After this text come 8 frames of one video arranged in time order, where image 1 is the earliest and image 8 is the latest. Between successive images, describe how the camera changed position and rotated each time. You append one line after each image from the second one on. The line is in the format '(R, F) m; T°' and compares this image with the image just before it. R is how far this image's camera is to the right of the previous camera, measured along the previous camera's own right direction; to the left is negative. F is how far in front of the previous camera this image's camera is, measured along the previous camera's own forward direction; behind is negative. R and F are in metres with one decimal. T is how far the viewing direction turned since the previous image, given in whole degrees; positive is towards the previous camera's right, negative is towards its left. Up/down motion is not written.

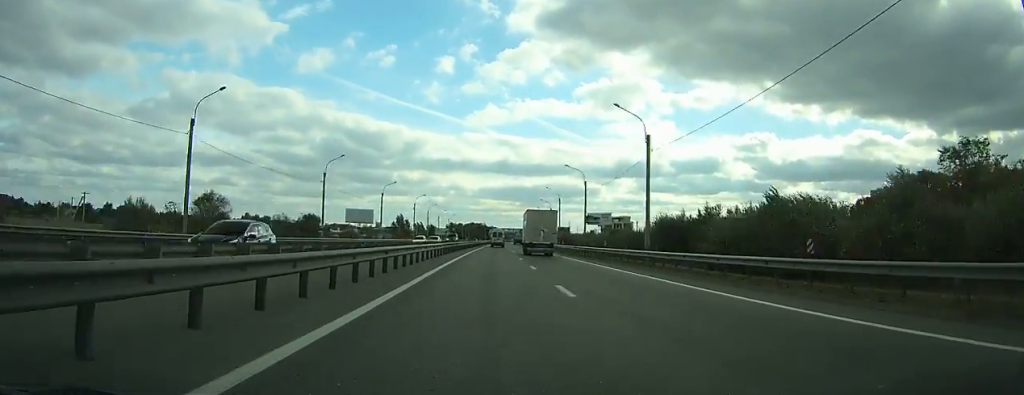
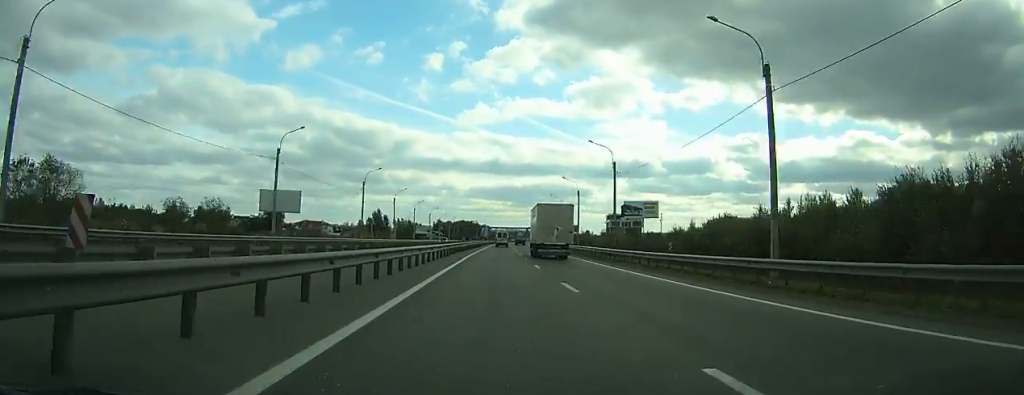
(+0.2, +46.6) m; +1°
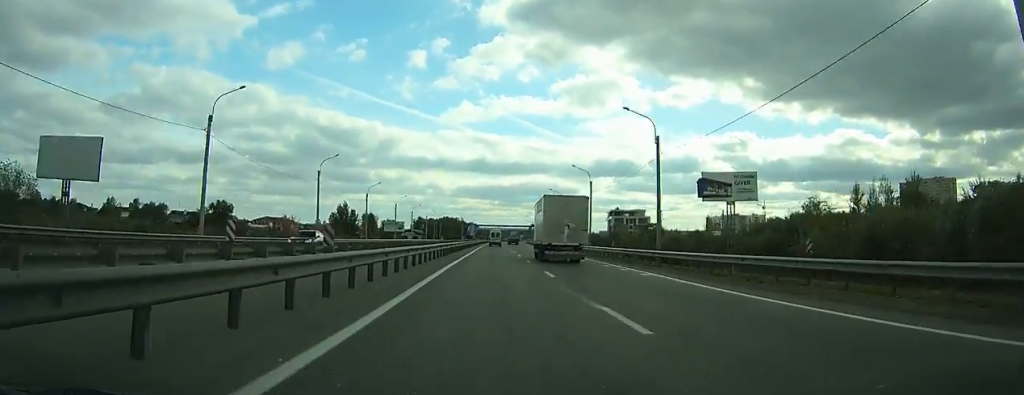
(+0.3, +44.1) m; +1°
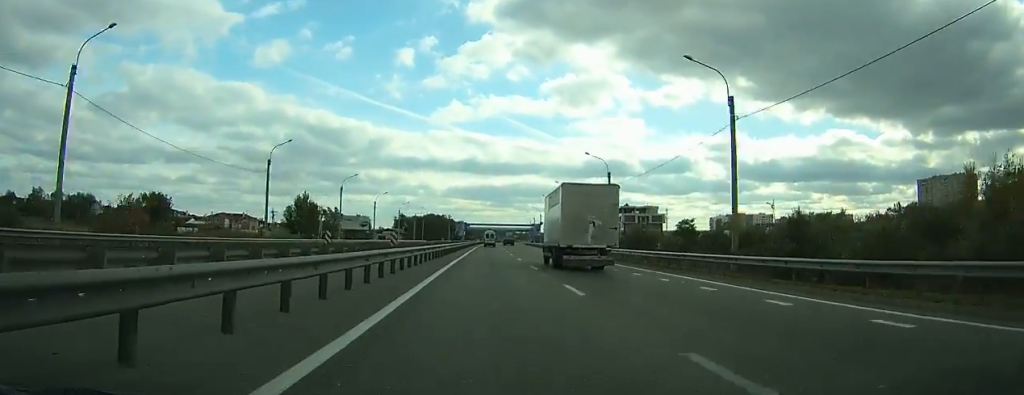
(+0.4, +41.6) m; +1°
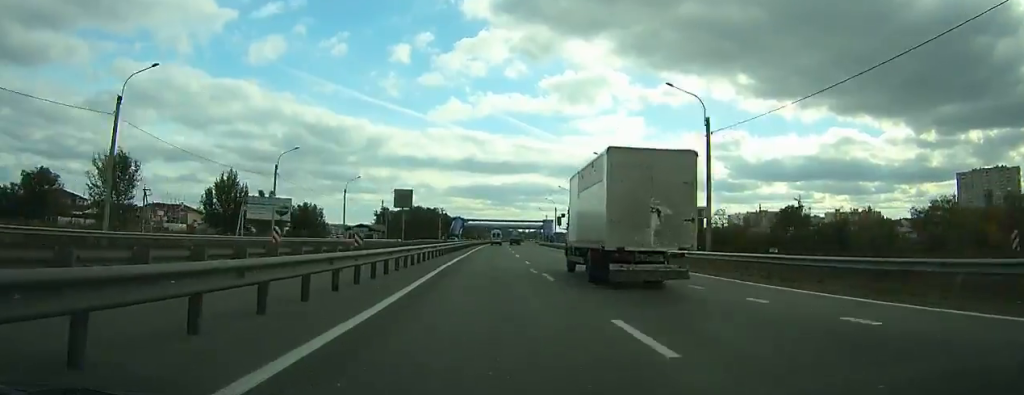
(+0.5, +54.7) m; +1°
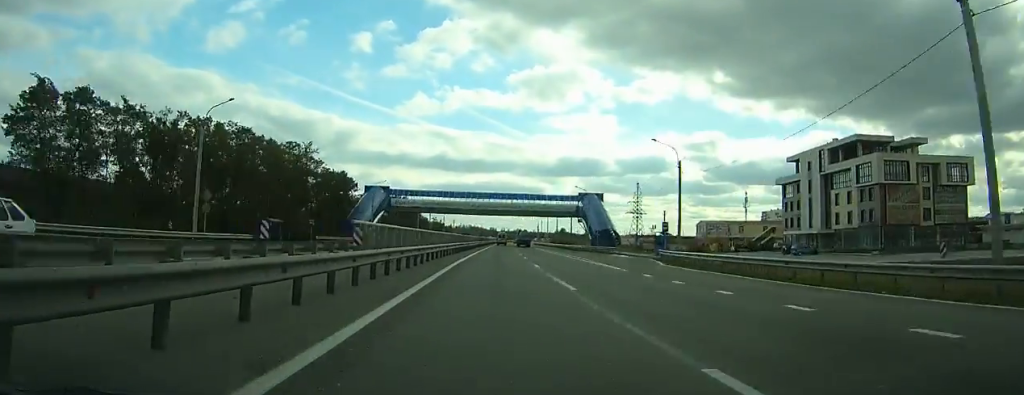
(+2.5, +150.5) m; +2°
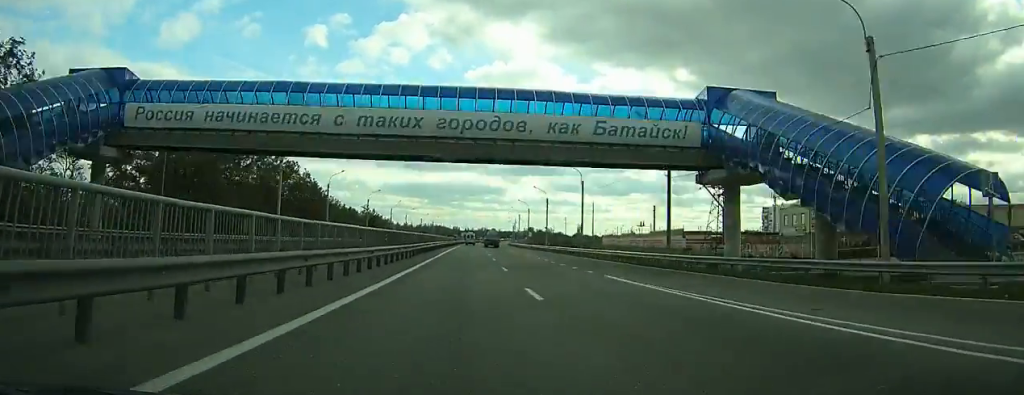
(+1.1, +76.9) m; +2°
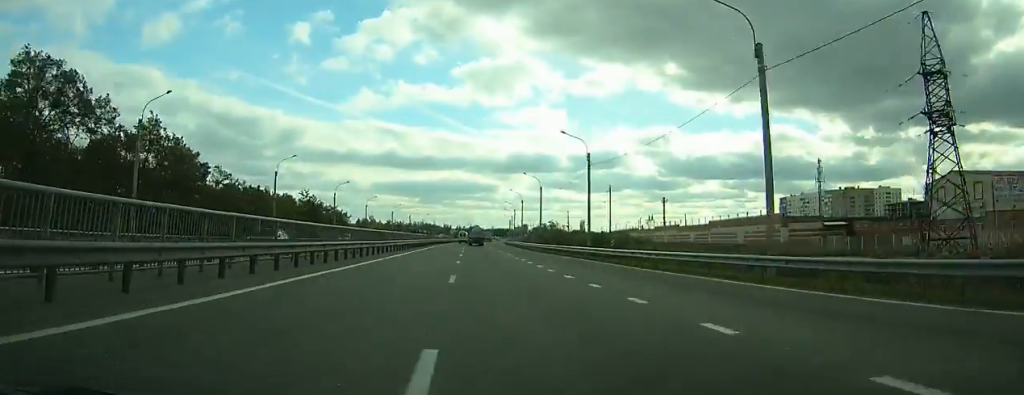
(+1.0, +45.6) m; +1°
